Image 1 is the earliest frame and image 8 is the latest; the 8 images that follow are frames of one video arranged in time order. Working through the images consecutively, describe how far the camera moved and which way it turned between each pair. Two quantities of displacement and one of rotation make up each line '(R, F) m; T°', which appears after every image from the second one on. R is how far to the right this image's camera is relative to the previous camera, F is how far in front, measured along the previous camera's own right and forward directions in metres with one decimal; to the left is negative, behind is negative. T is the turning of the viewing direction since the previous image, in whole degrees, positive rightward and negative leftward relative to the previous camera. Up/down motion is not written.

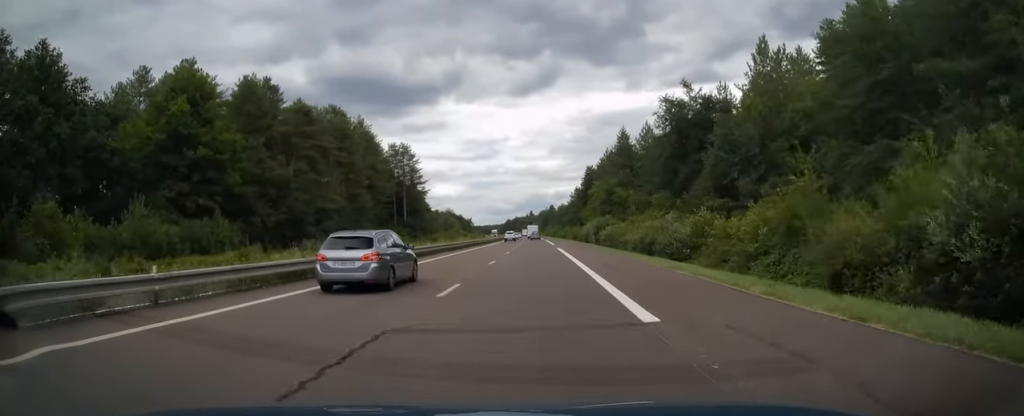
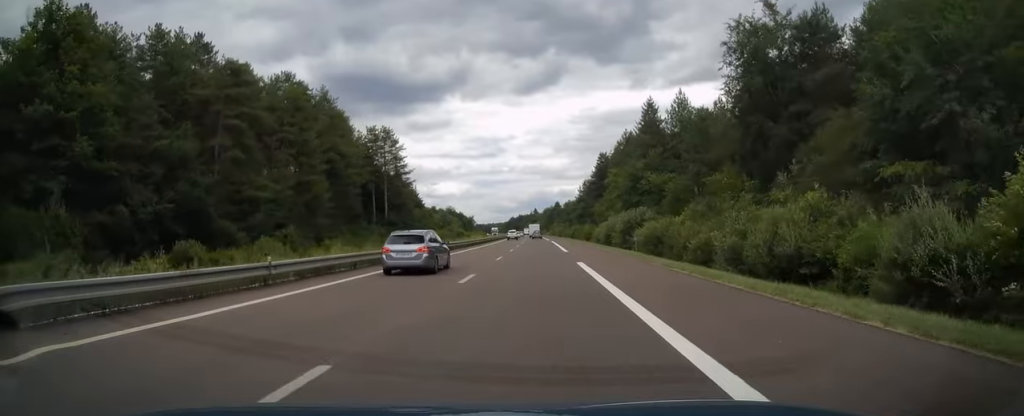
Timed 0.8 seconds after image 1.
(0.0, +22.9) m; 0°
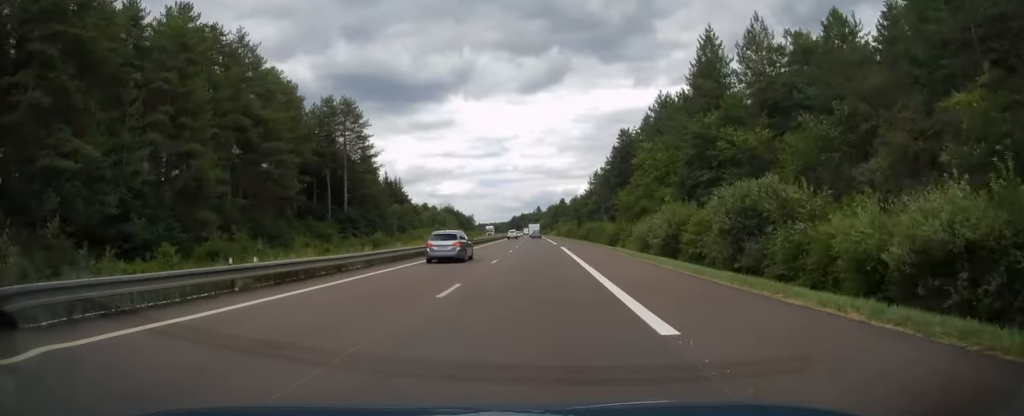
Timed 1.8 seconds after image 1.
(0.0, +29.8) m; 0°
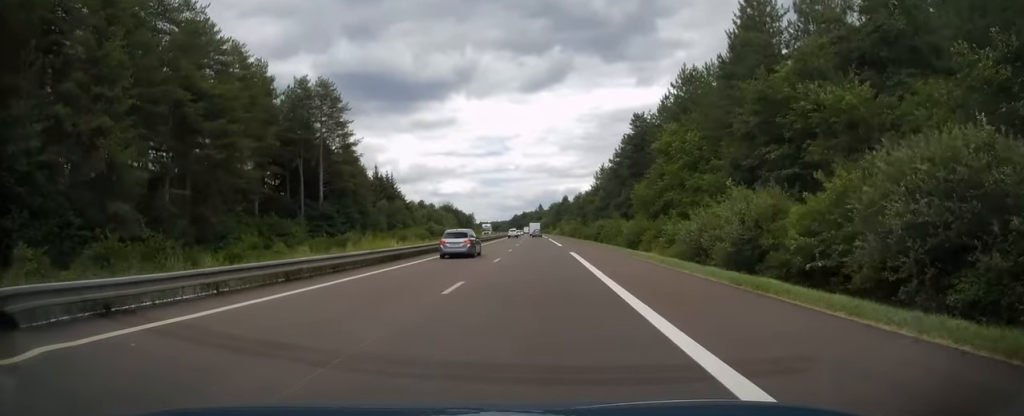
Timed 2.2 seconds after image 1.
(-0.1, +12.7) m; 0°
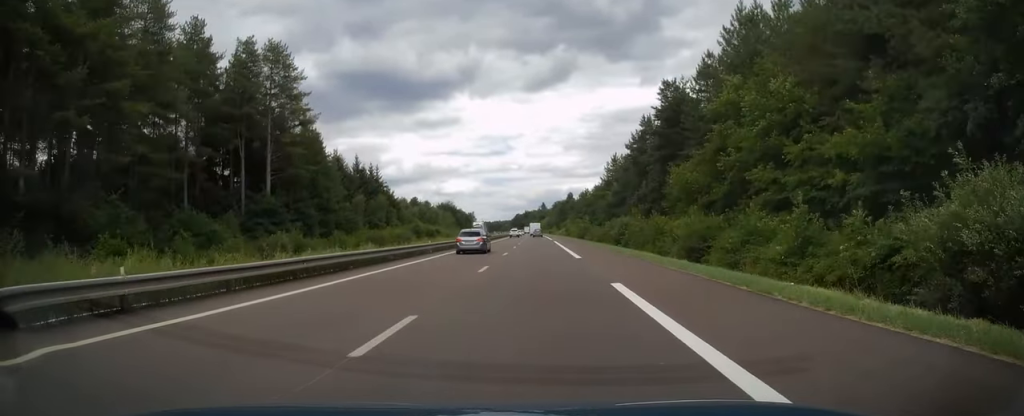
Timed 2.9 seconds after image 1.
(-0.1, +19.5) m; -1°
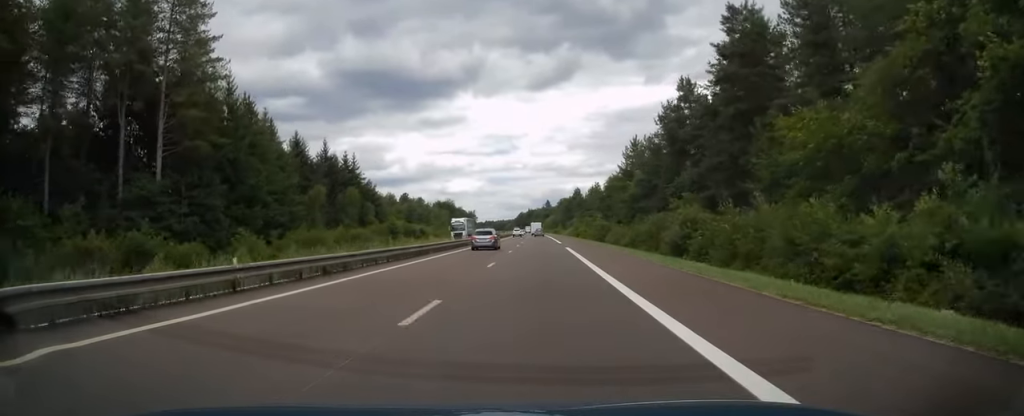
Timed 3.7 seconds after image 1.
(-0.1, +23.9) m; 0°
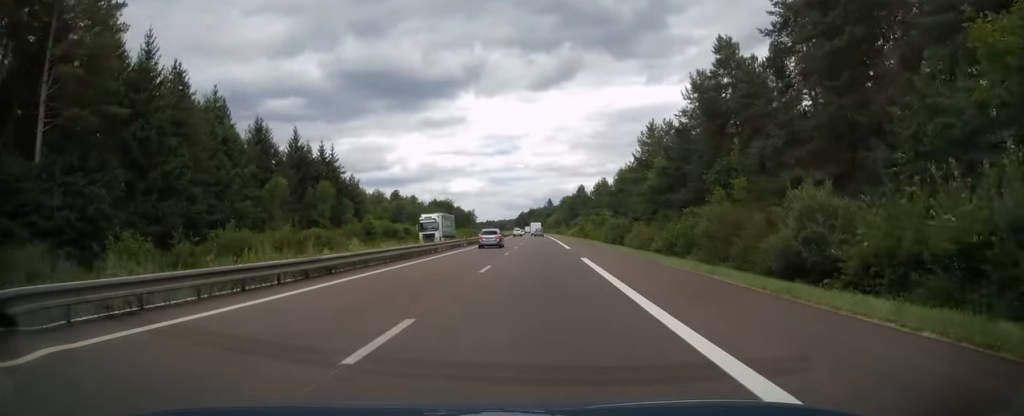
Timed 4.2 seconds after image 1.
(0.0, +15.6) m; 0°
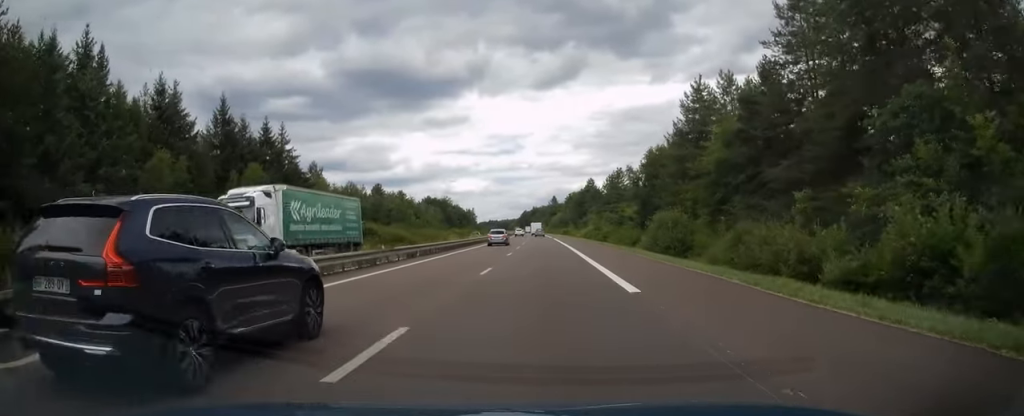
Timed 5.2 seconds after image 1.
(0.0, +26.9) m; 0°
